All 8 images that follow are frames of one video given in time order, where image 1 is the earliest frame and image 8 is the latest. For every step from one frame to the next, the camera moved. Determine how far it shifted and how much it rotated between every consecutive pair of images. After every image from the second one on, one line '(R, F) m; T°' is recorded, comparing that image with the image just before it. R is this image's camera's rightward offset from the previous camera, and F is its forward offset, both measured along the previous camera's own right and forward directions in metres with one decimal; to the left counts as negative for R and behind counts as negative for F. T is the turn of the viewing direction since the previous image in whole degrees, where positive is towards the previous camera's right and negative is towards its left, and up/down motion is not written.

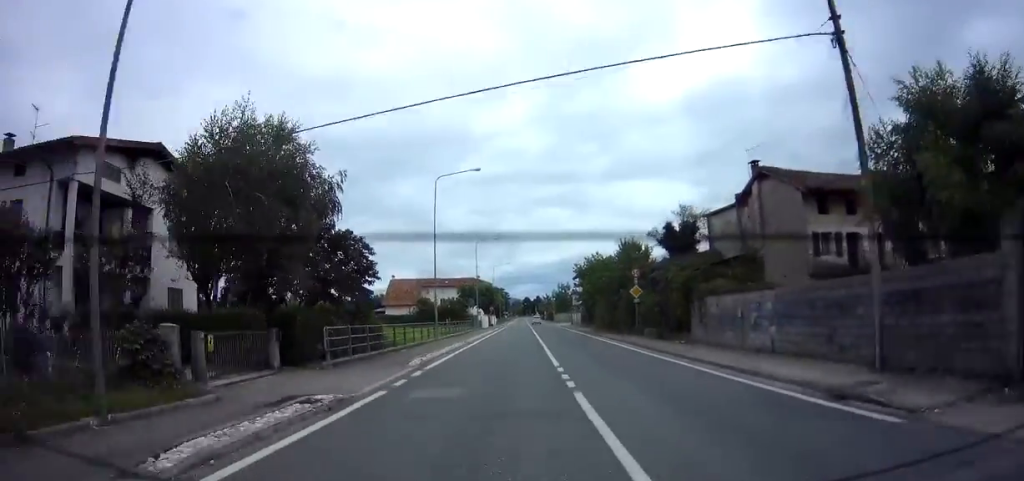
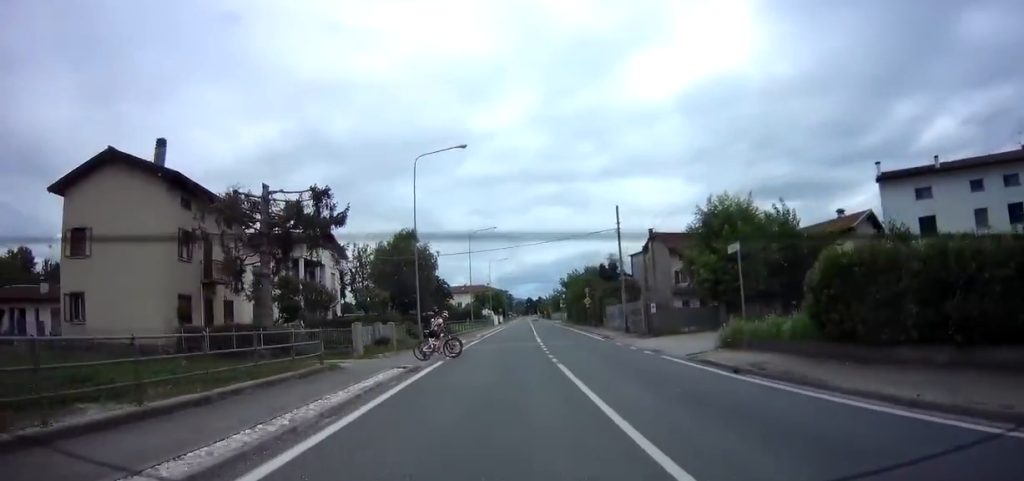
(-0.8, +24.5) m; -2°
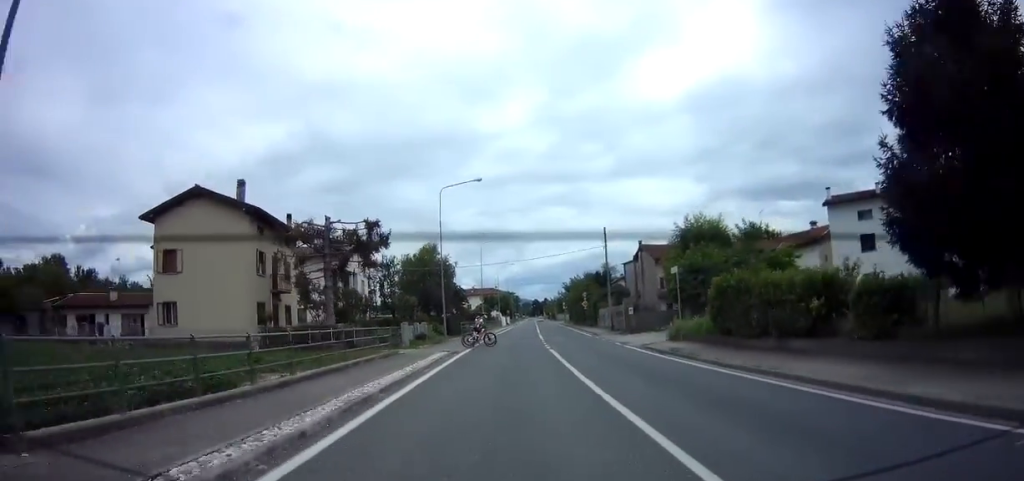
(0.0, +7.7) m; 0°
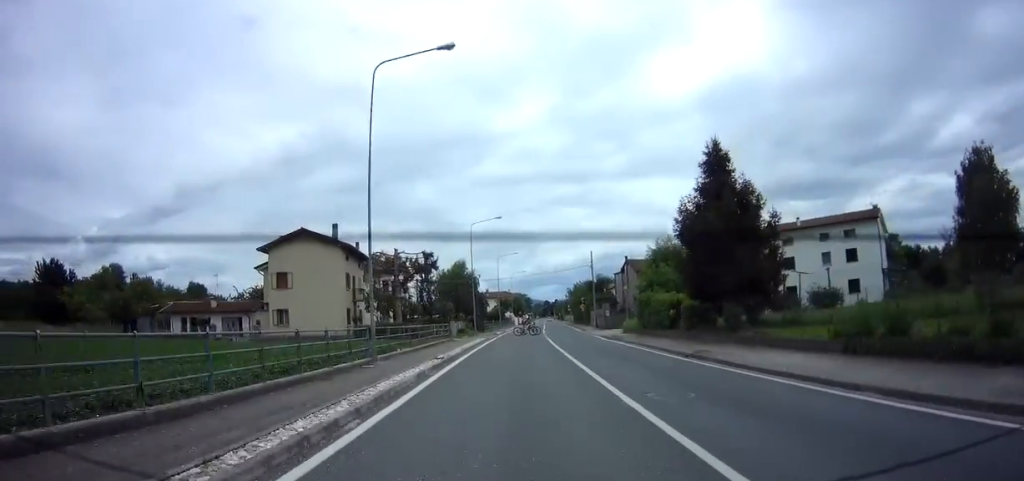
(0.0, +15.5) m; 0°
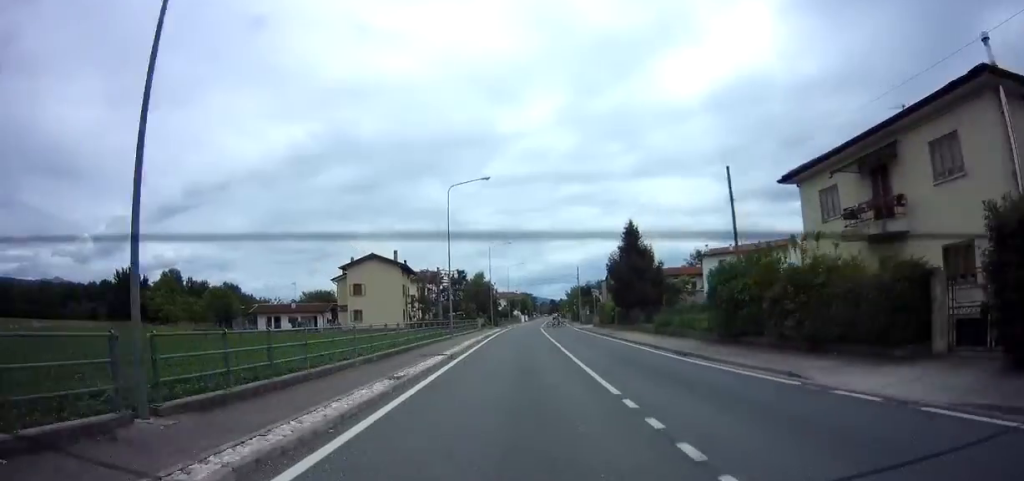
(0.0, +20.2) m; 0°
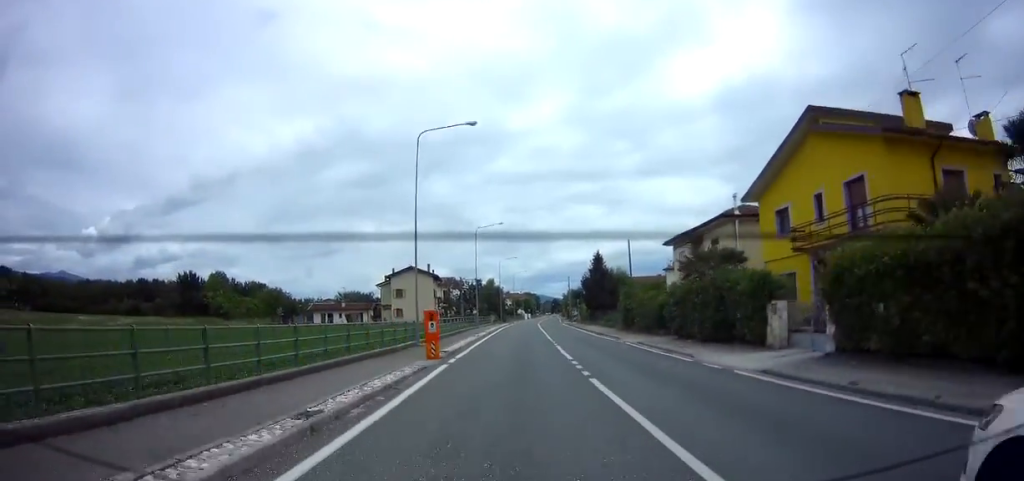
(-0.4, +20.9) m; -3°
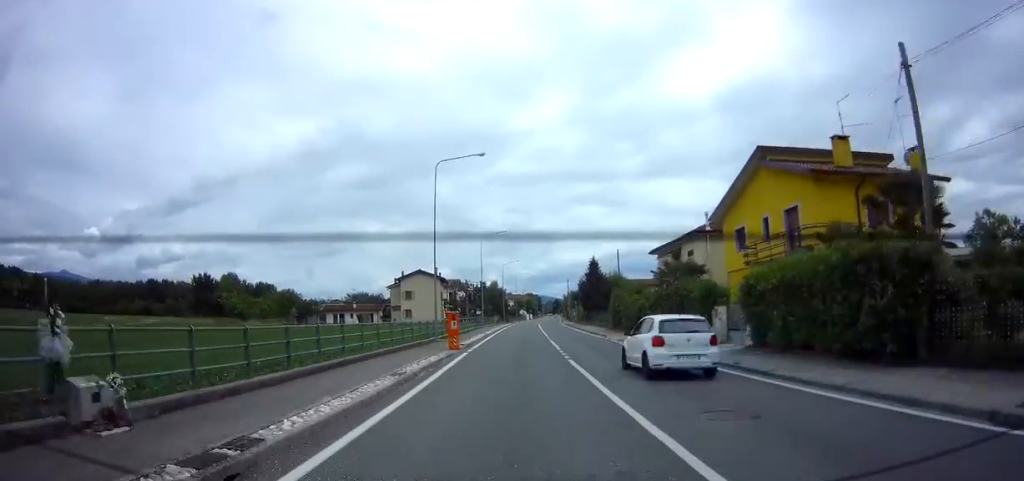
(-0.1, +6.0) m; 0°
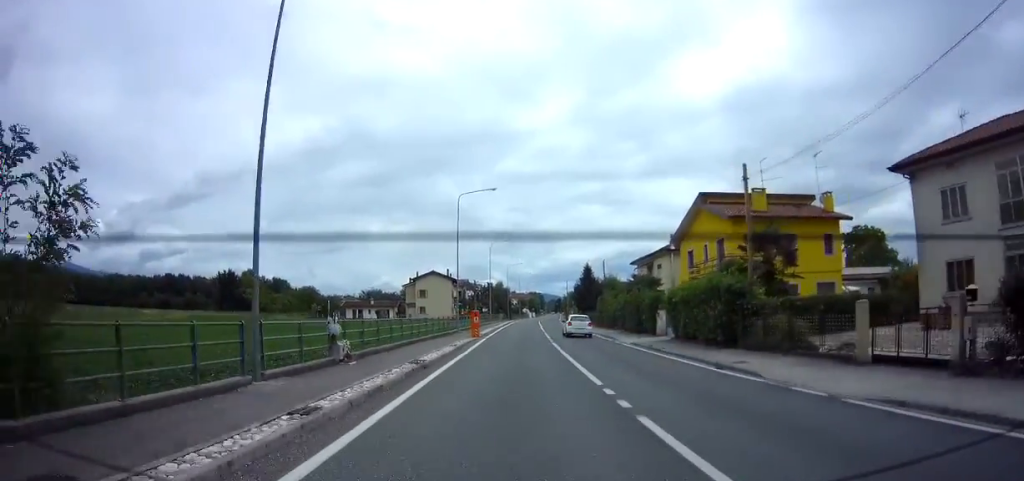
(0.0, +10.1) m; +1°
